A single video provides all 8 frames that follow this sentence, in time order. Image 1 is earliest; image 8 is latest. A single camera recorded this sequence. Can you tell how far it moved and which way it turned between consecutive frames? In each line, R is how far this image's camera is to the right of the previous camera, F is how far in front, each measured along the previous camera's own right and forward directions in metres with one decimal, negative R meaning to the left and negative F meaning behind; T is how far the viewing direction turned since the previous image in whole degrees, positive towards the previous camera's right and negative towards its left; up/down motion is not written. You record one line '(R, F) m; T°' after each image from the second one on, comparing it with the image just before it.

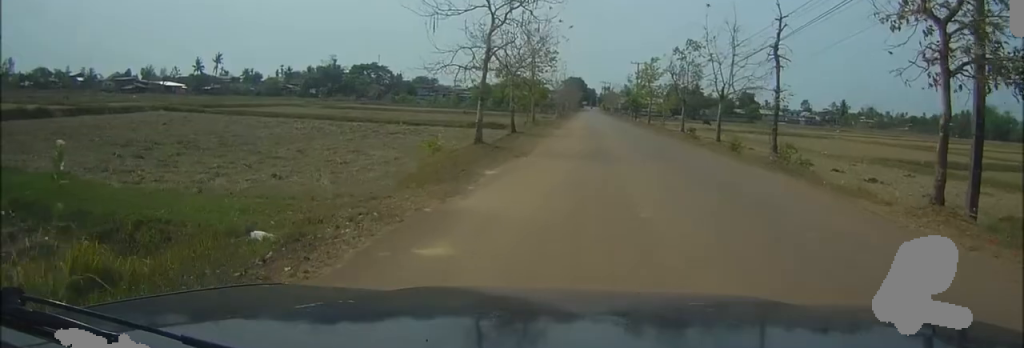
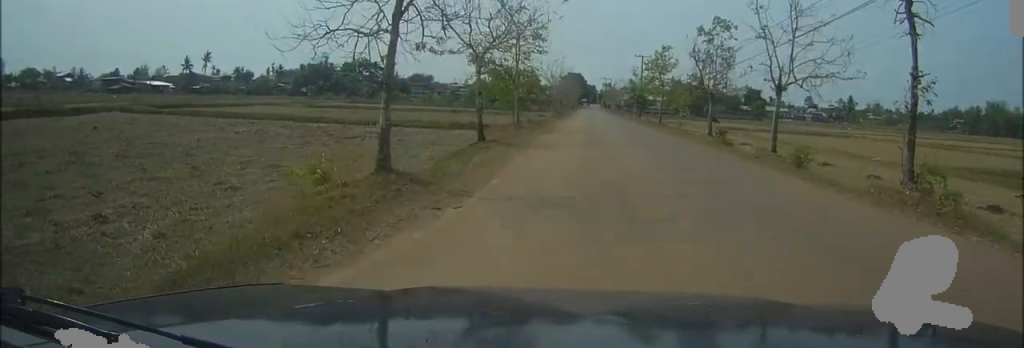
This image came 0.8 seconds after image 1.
(0.0, +8.9) m; 0°
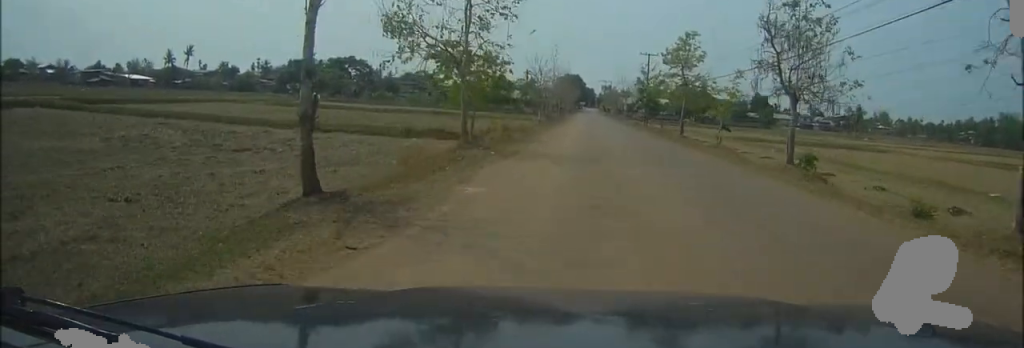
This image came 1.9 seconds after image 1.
(0.0, +12.7) m; 0°
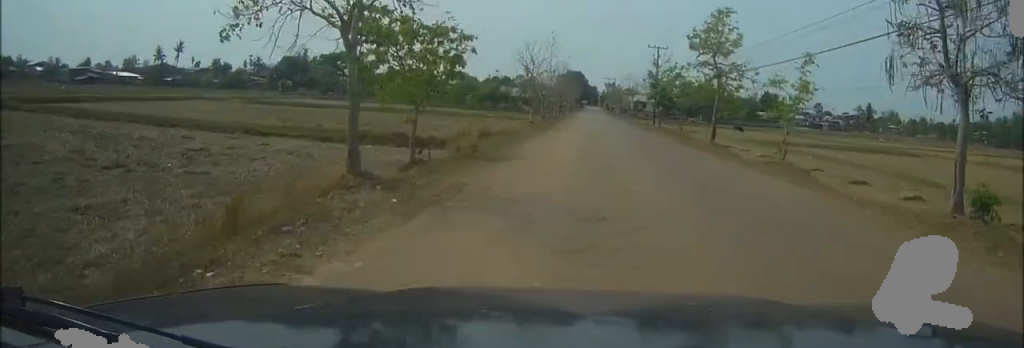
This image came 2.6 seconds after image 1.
(0.0, +8.8) m; 0°
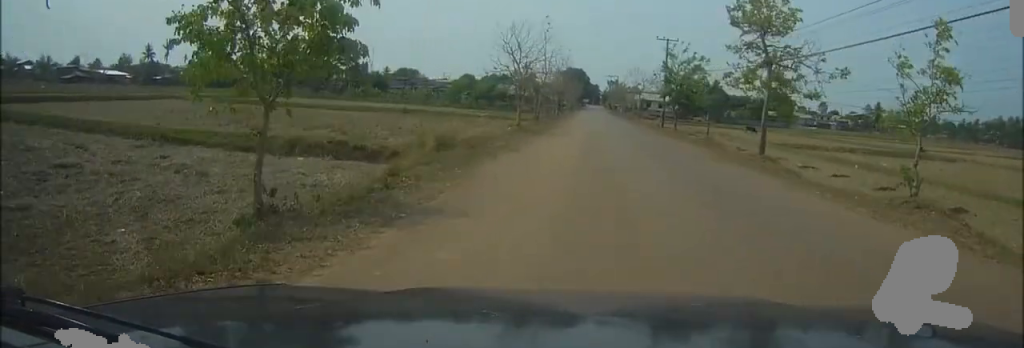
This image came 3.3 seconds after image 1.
(0.0, +8.0) m; 0°
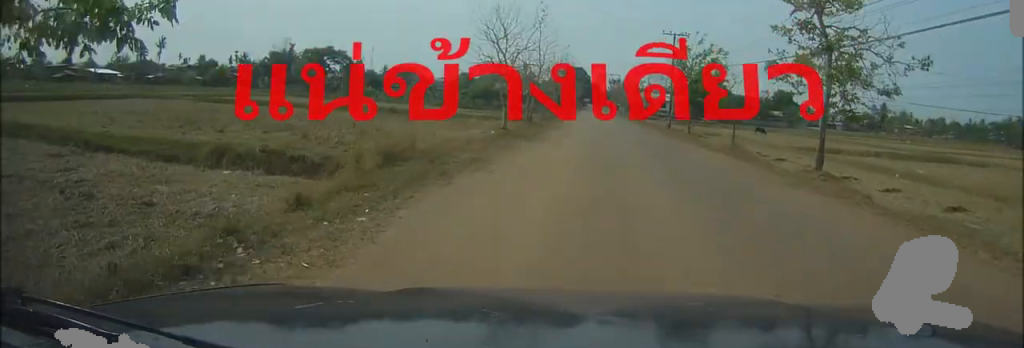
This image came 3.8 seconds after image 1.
(0.0, +5.3) m; 0°
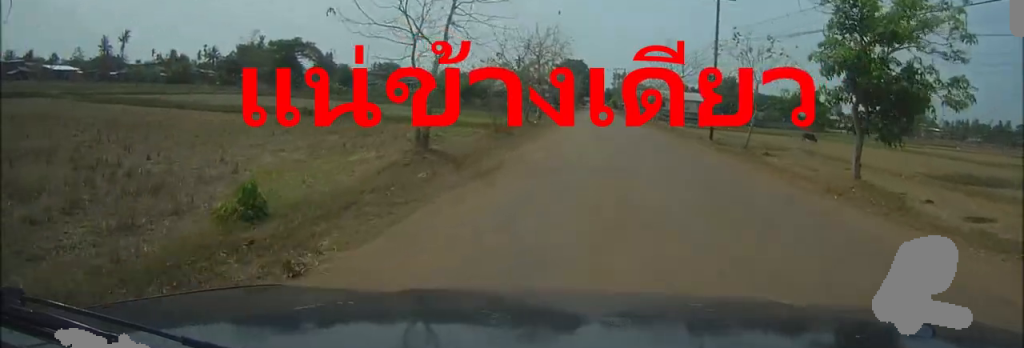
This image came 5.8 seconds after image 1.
(0.0, +23.2) m; -1°
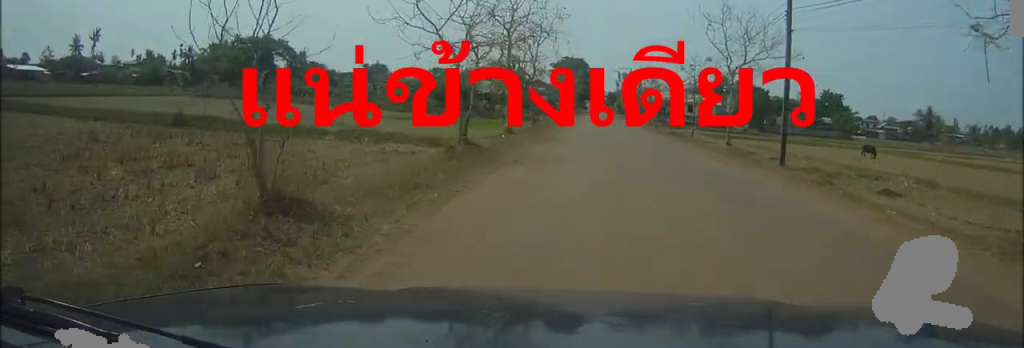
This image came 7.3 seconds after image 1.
(0.0, +16.7) m; 0°
